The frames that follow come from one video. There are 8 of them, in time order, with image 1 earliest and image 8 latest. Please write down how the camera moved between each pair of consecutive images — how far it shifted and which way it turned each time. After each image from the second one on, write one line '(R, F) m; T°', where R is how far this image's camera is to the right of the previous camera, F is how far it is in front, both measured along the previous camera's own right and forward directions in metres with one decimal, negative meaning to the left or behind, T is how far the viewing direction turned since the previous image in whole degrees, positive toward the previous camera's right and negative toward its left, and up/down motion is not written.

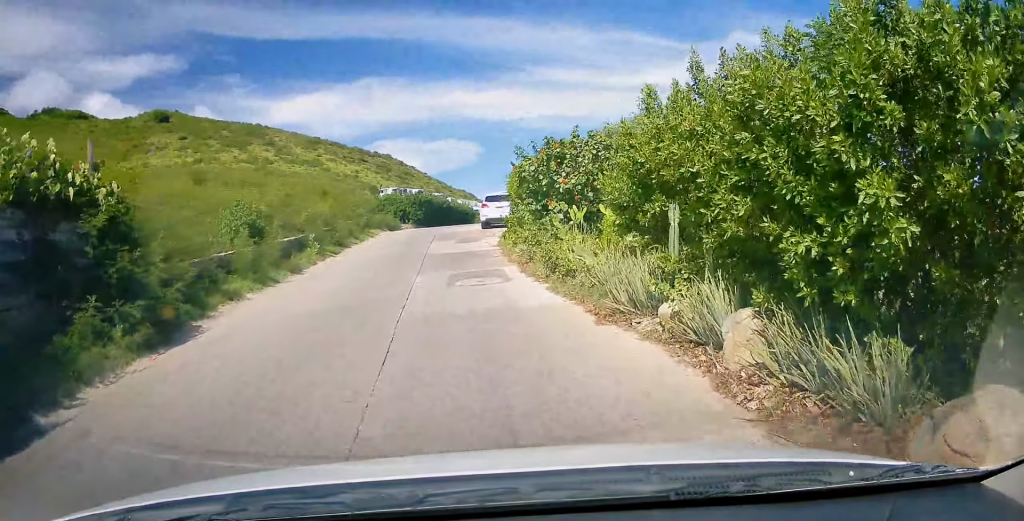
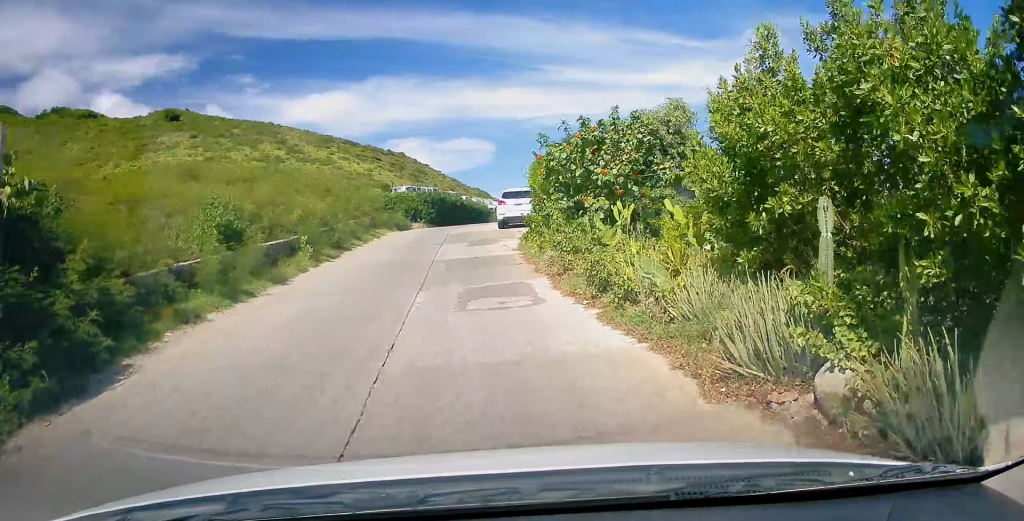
(-0.1, +2.8) m; 0°
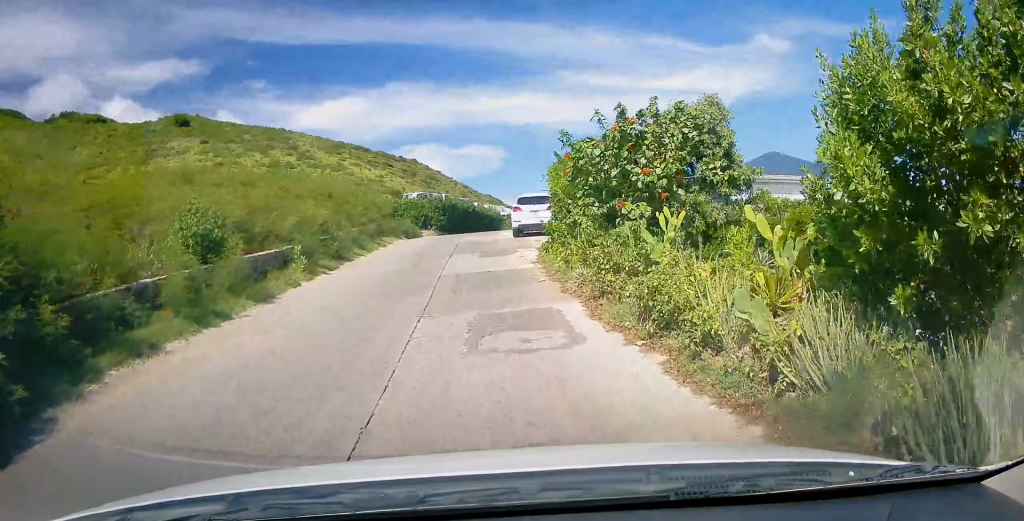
(+0.2, +2.0) m; 0°
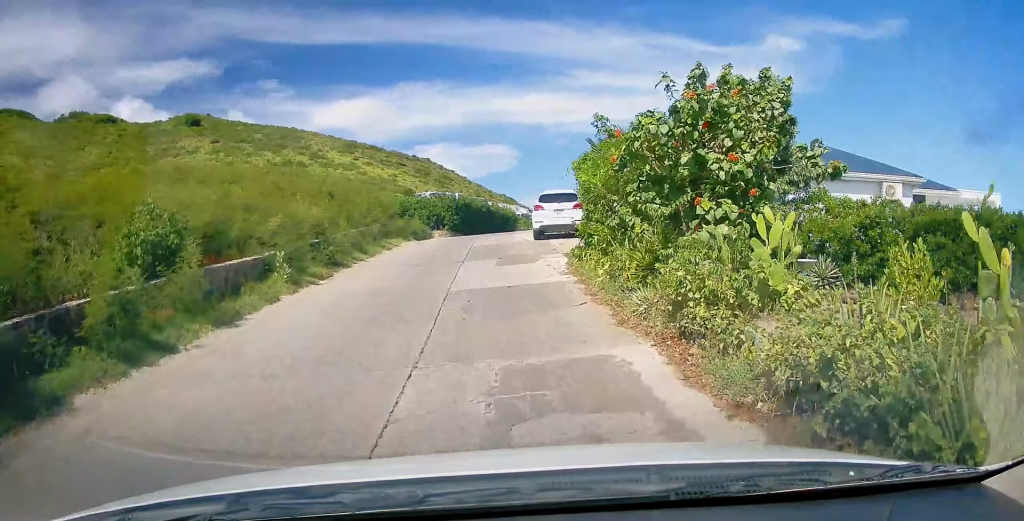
(0.0, +2.8) m; -2°
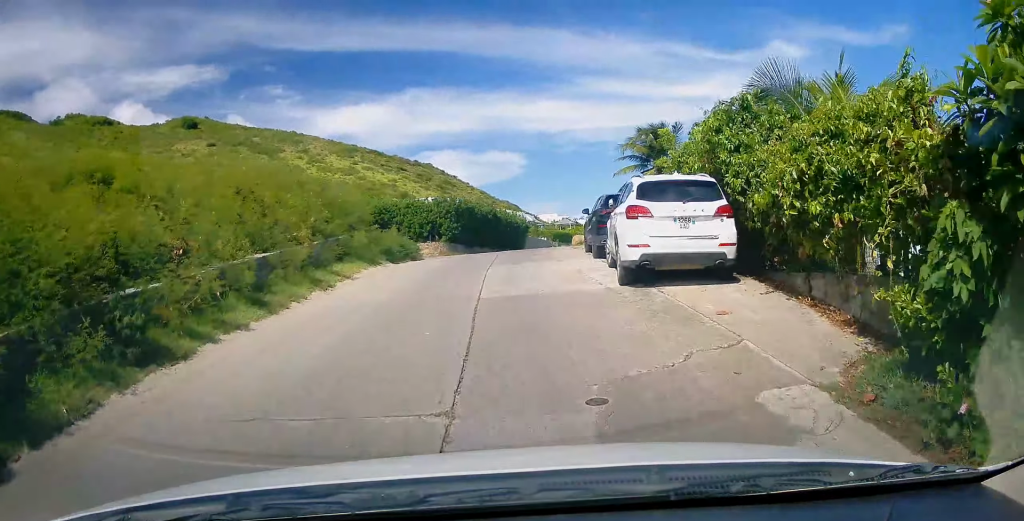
(-0.7, +11.7) m; -4°
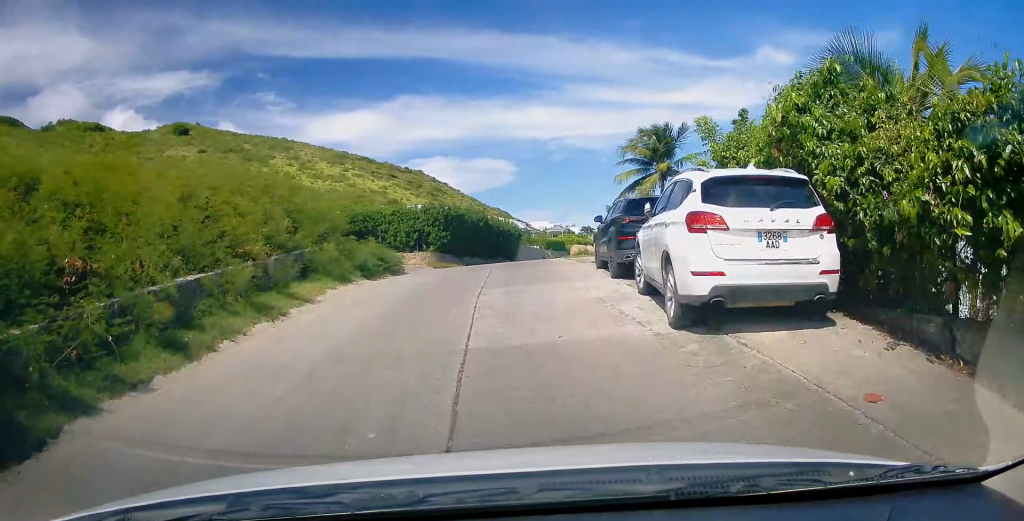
(0.0, +2.9) m; 0°
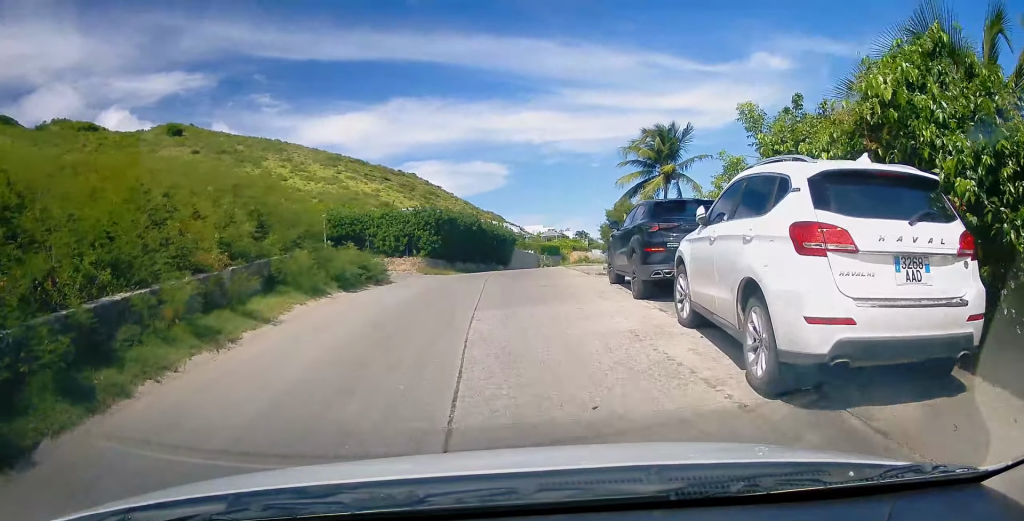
(0.0, +2.2) m; 0°
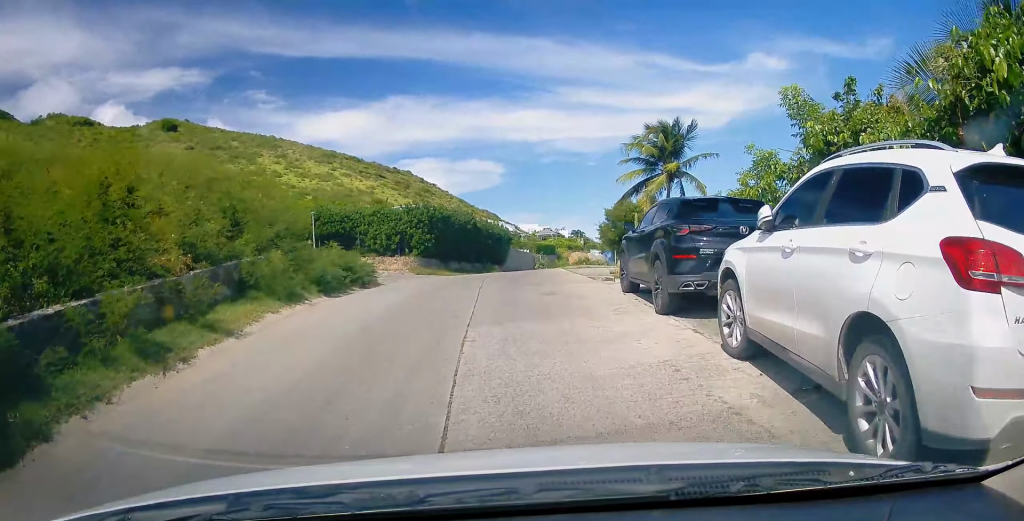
(0.0, +1.5) m; 0°
